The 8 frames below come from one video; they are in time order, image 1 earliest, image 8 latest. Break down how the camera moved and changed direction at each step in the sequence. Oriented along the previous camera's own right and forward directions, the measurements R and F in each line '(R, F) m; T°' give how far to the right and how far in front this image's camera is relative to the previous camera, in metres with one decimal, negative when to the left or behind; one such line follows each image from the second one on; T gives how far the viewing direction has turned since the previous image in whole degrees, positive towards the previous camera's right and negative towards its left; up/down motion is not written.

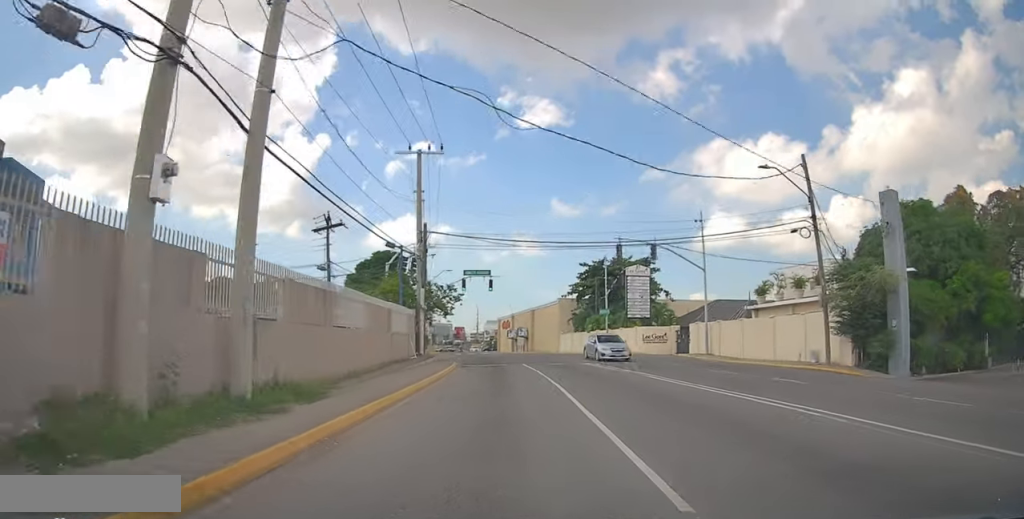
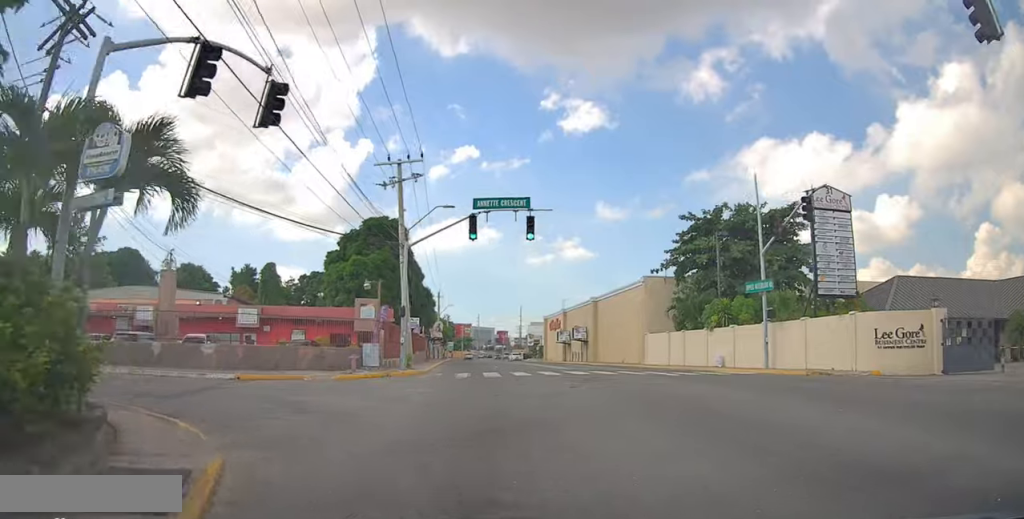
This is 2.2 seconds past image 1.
(-1.0, +29.0) m; -4°
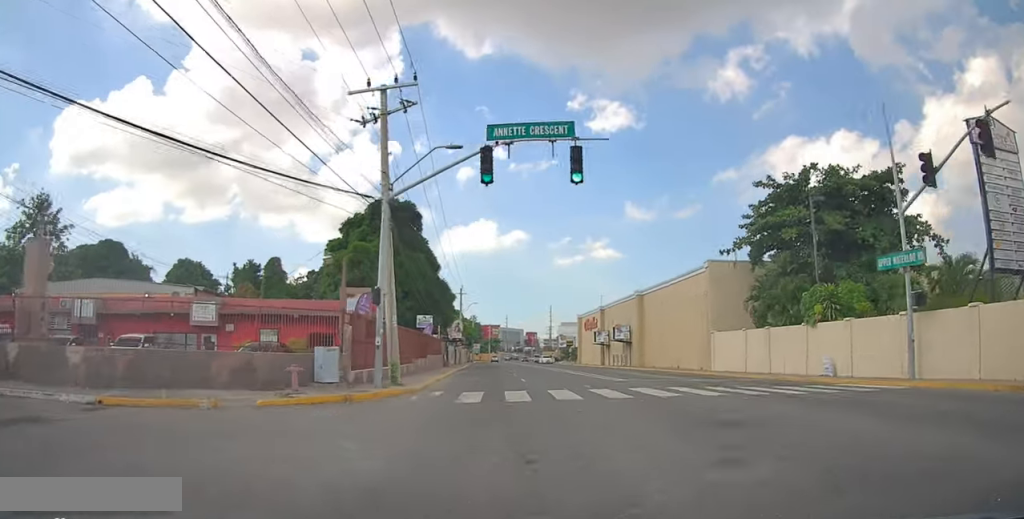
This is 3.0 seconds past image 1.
(-0.1, +9.5) m; -2°
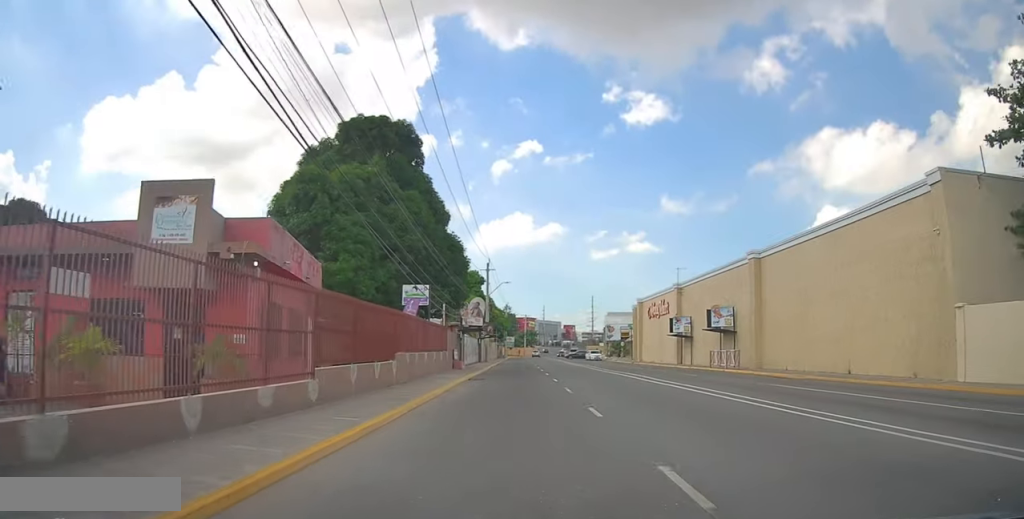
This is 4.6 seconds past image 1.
(-1.0, +18.9) m; -3°
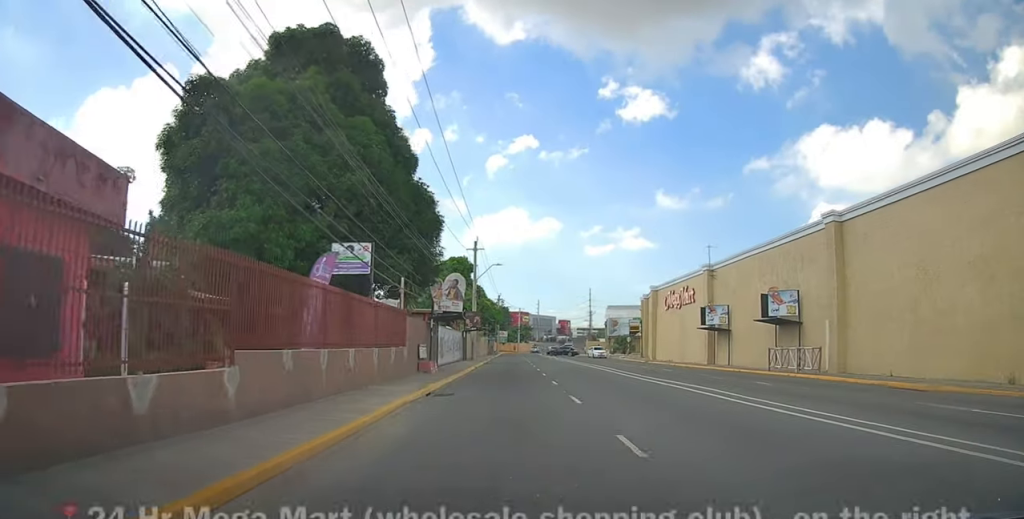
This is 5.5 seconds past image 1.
(+0.2, +9.8) m; 0°
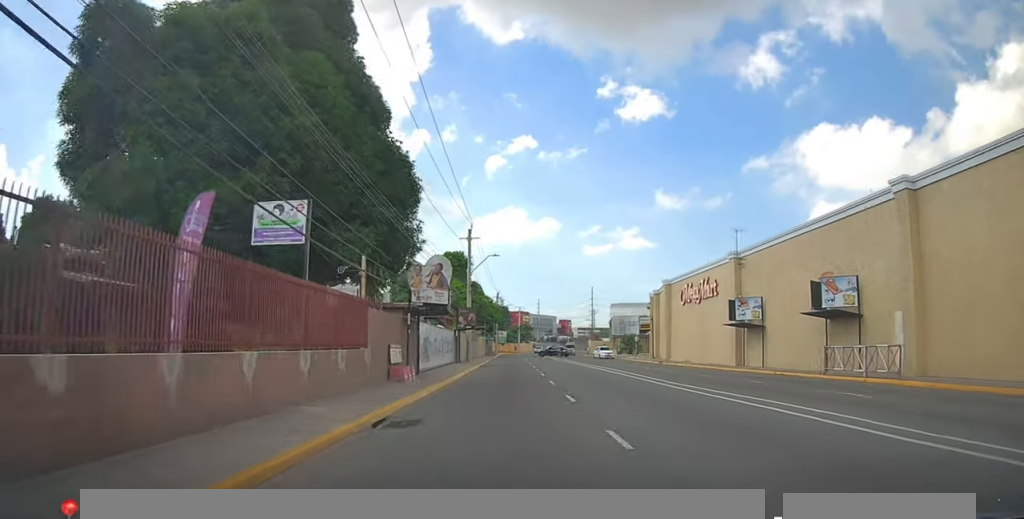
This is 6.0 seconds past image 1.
(+0.1, +5.3) m; 0°
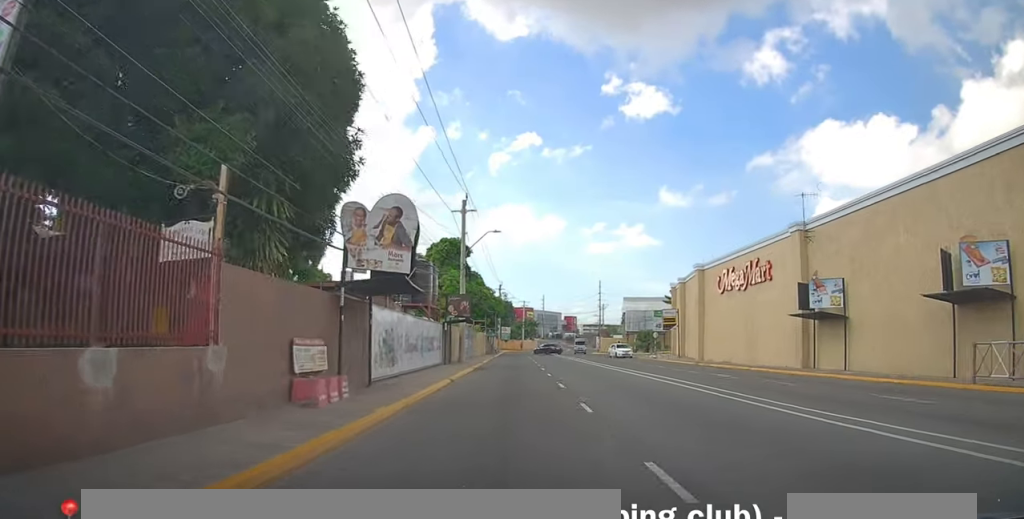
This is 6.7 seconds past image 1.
(-0.2, +8.1) m; -2°
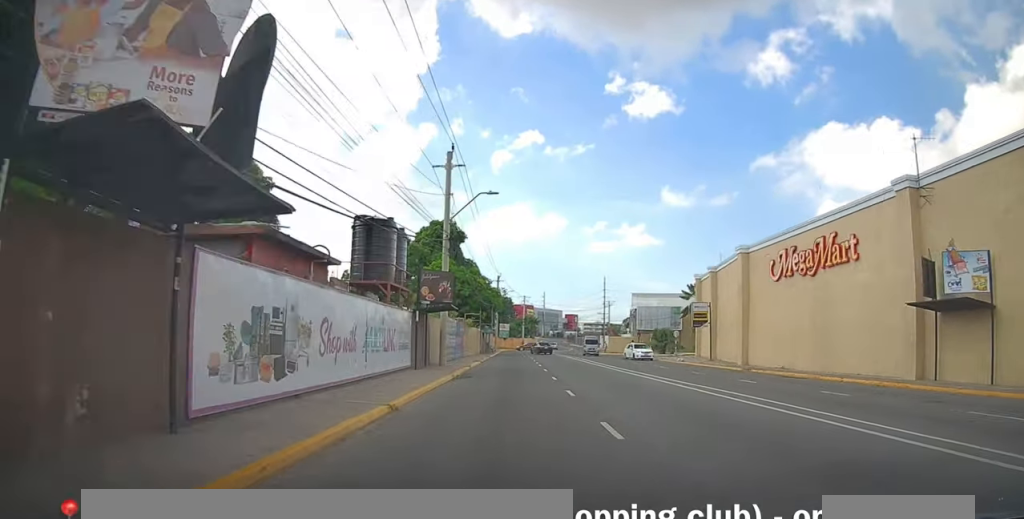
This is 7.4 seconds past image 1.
(-0.1, +8.7) m; 0°
